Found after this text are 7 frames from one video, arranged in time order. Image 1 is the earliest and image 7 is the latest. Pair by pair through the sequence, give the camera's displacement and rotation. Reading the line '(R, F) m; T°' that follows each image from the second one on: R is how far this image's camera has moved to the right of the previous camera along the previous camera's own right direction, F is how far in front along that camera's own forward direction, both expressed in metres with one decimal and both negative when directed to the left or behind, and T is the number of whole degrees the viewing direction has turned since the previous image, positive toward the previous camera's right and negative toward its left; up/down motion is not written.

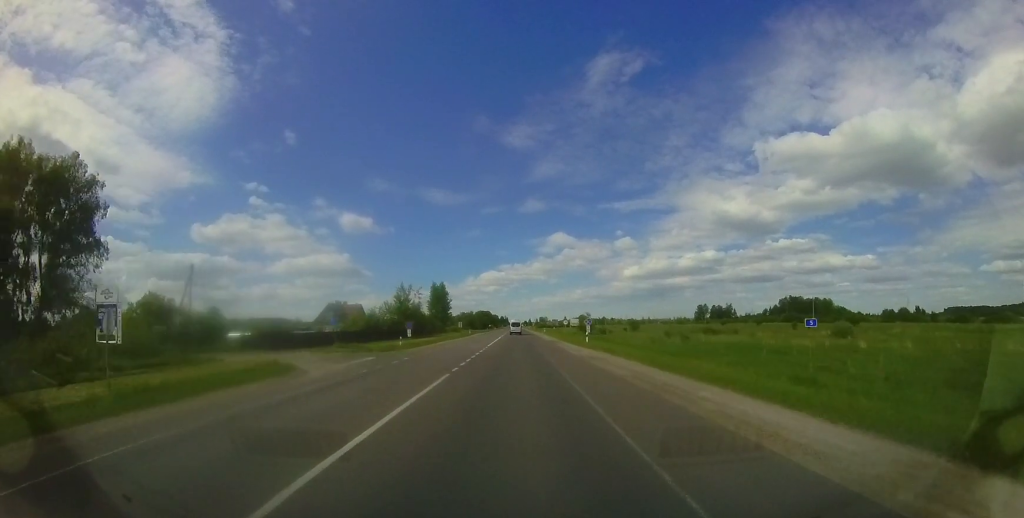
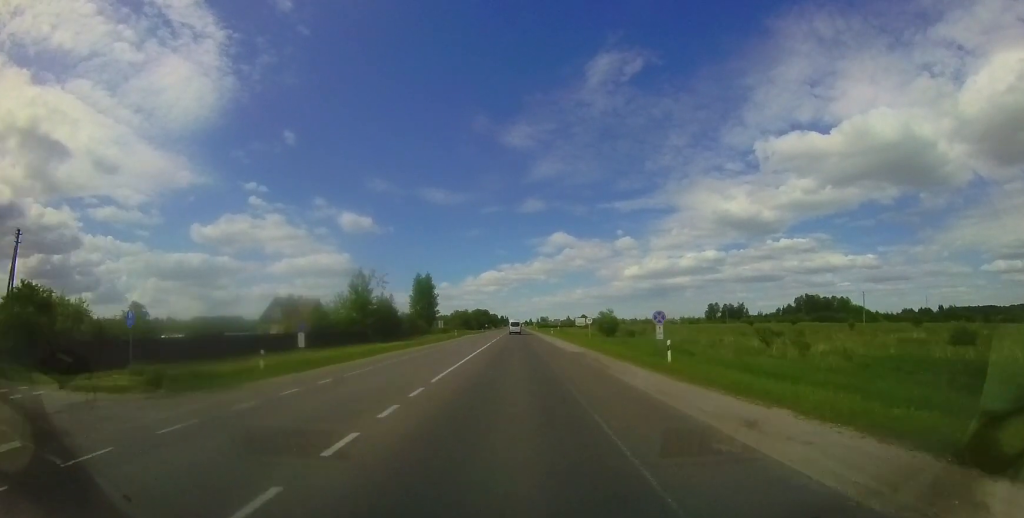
(+0.3, +19.5) m; 0°
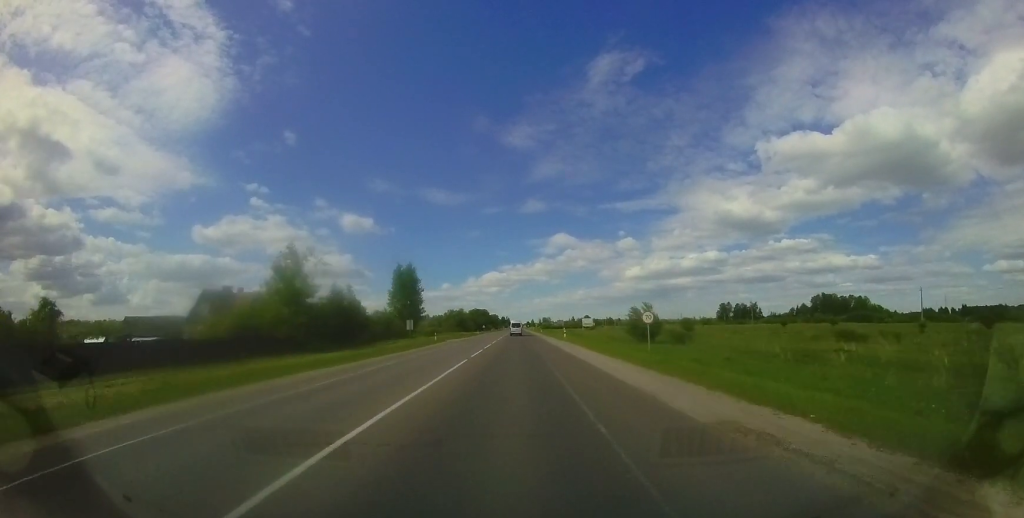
(-0.2, +16.8) m; -1°
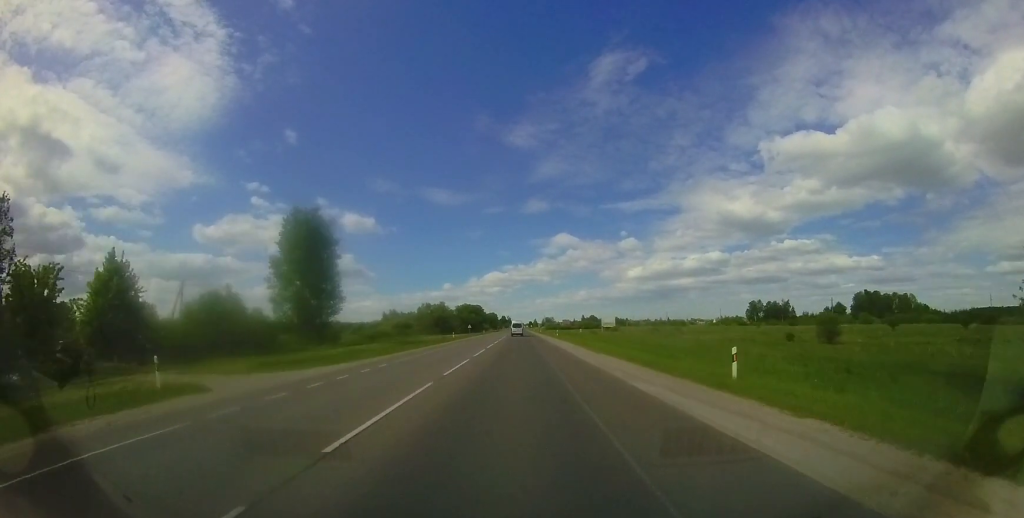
(-0.4, +40.2) m; -1°
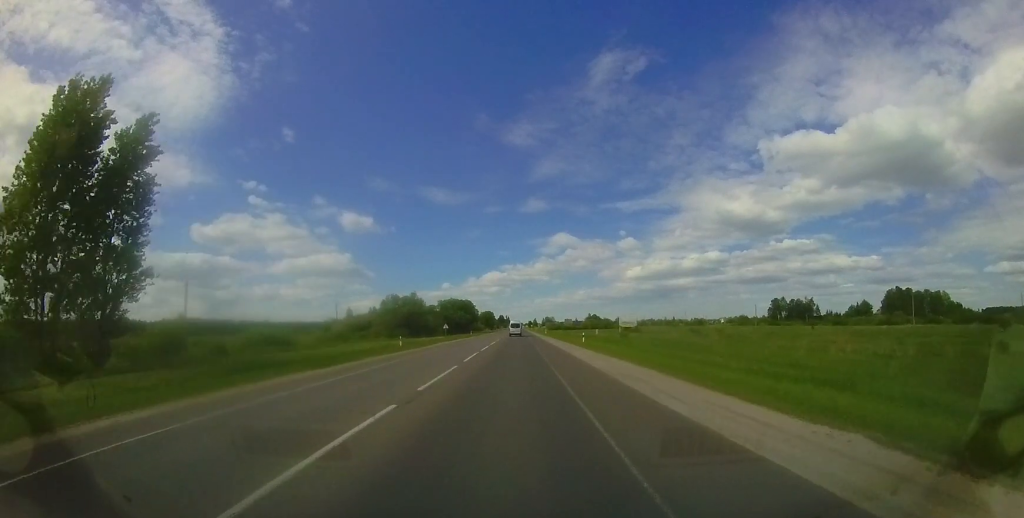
(+0.2, +27.3) m; +1°
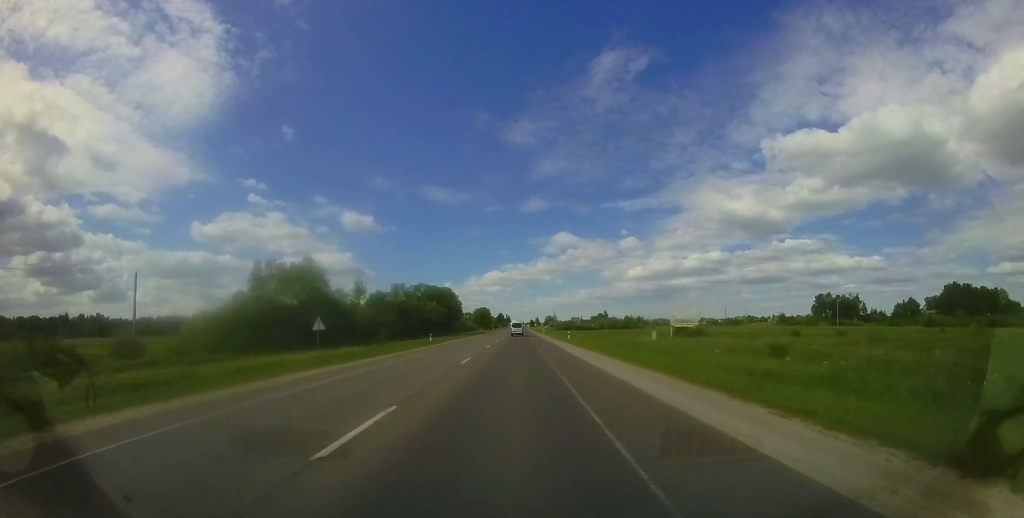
(-0.1, +40.0) m; 0°
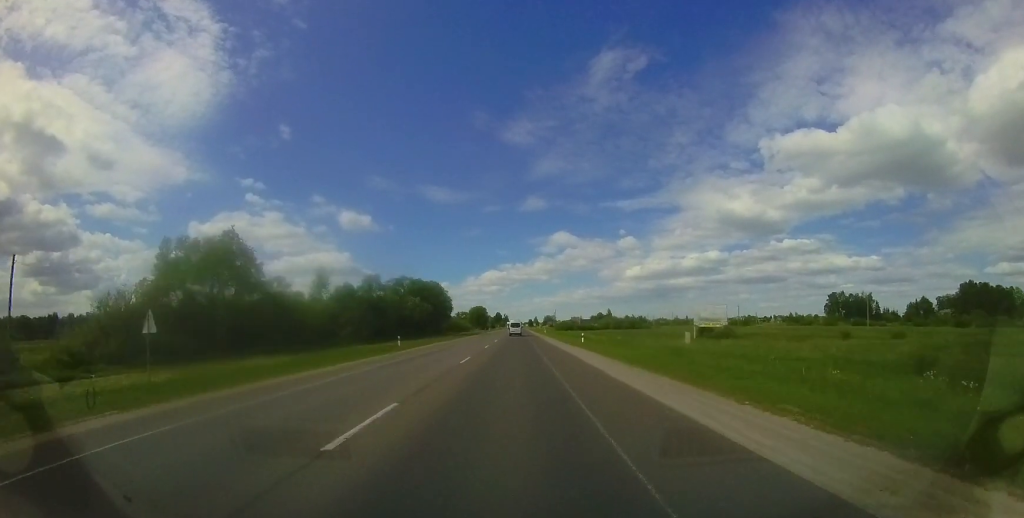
(0.0, +11.9) m; 0°
